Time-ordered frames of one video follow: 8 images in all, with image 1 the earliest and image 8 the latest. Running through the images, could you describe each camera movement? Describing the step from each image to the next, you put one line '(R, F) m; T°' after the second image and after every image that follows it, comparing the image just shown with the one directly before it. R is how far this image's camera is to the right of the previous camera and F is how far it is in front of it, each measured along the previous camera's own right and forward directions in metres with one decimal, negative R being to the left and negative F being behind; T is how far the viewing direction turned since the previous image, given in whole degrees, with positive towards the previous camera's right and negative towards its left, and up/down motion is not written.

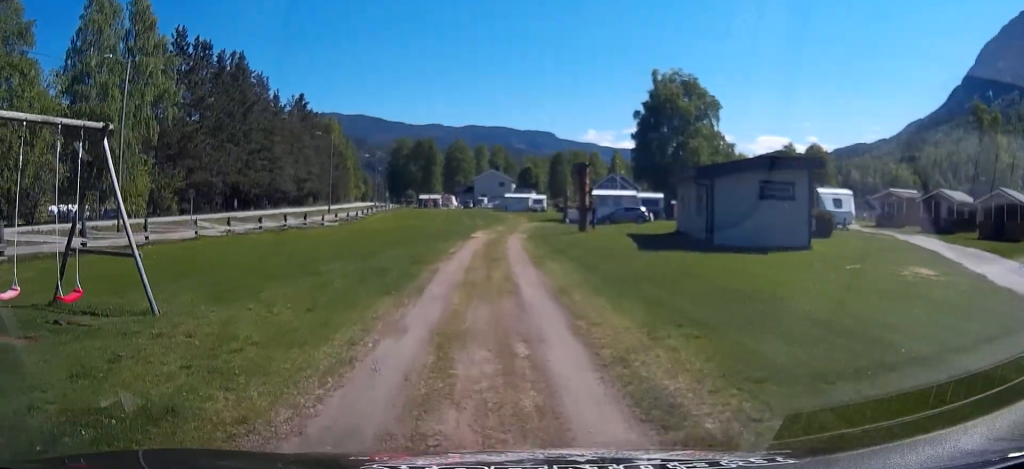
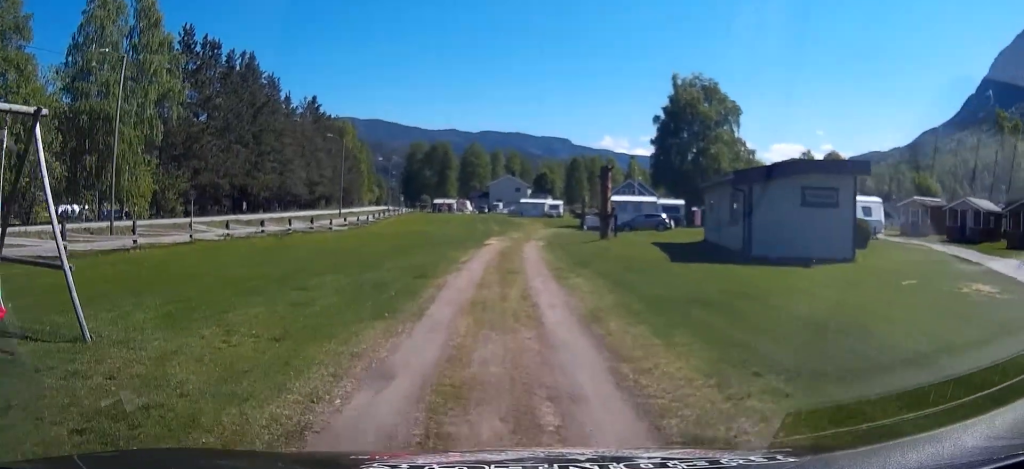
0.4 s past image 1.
(0.0, +2.0) m; -1°
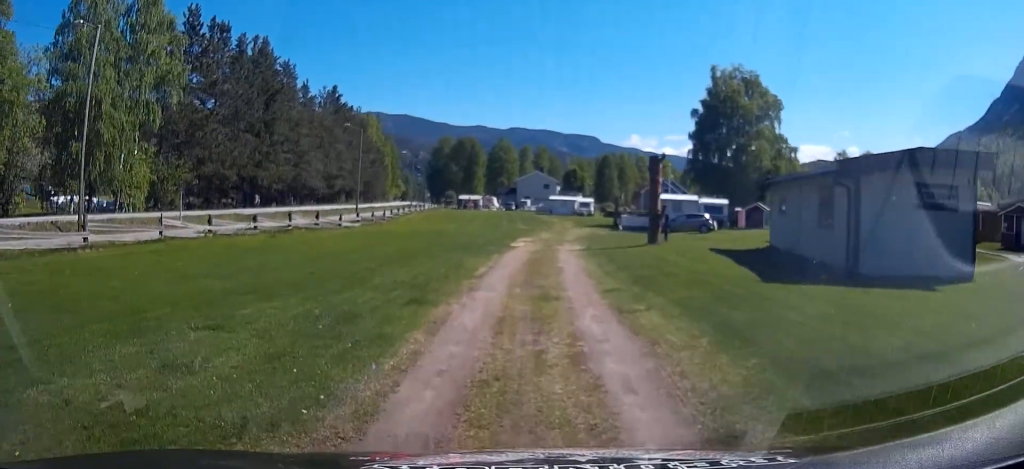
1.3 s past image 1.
(0.0, +4.6) m; -3°
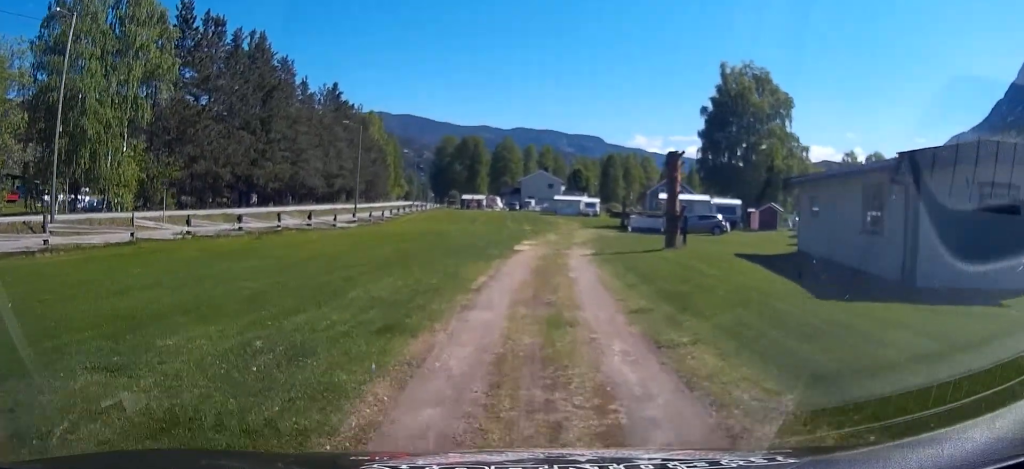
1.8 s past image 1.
(-0.1, +2.2) m; -2°
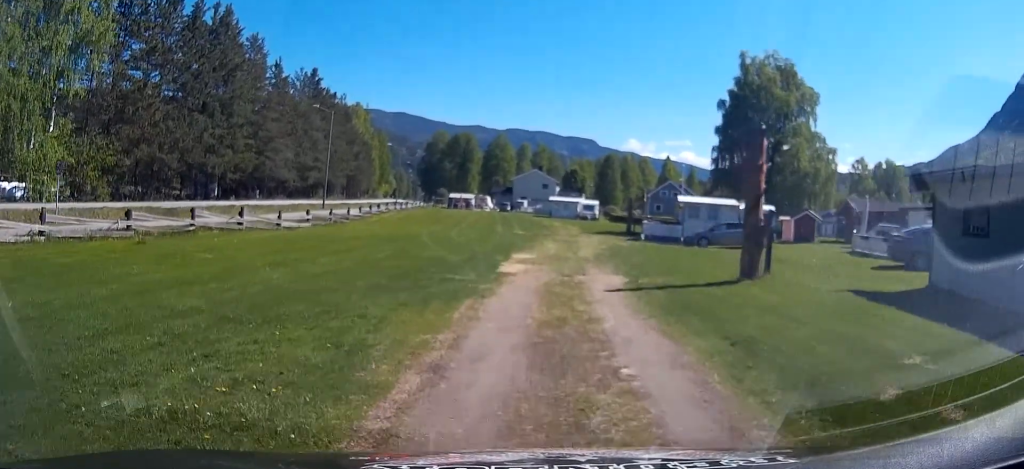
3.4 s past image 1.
(0.0, +8.2) m; +2°
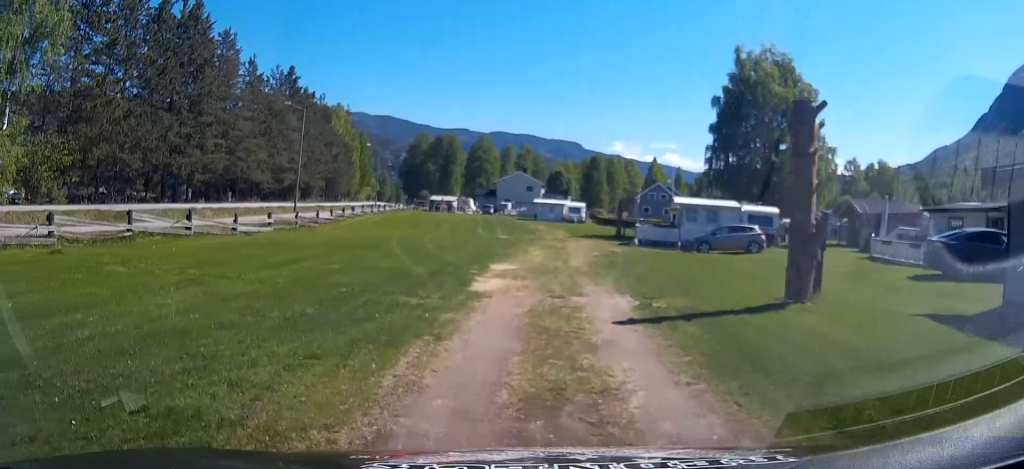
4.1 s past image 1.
(+0.2, +3.4) m; 0°
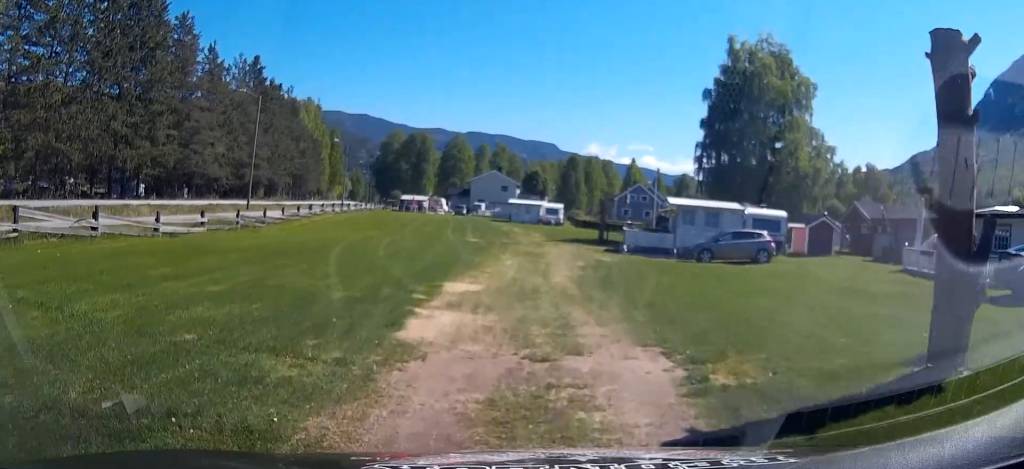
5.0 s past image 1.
(-0.4, +4.9) m; 0°
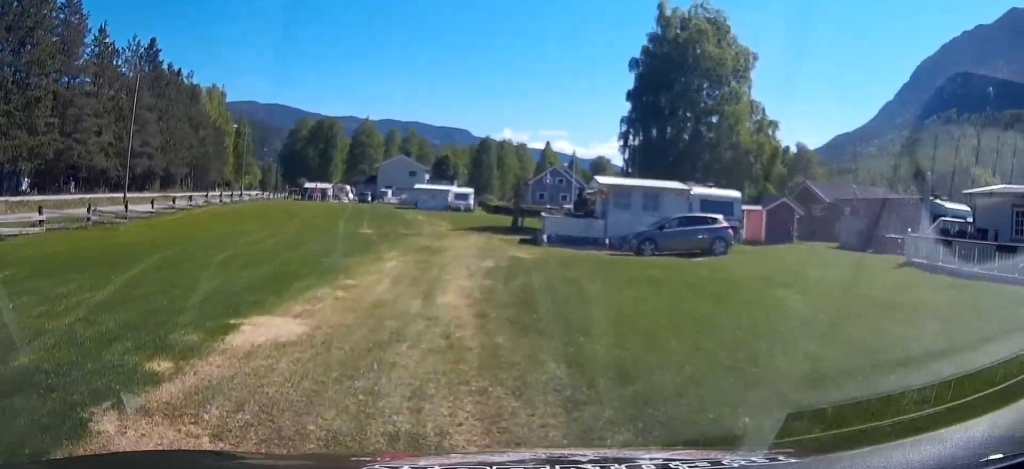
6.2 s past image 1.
(+0.4, +6.0) m; +5°
